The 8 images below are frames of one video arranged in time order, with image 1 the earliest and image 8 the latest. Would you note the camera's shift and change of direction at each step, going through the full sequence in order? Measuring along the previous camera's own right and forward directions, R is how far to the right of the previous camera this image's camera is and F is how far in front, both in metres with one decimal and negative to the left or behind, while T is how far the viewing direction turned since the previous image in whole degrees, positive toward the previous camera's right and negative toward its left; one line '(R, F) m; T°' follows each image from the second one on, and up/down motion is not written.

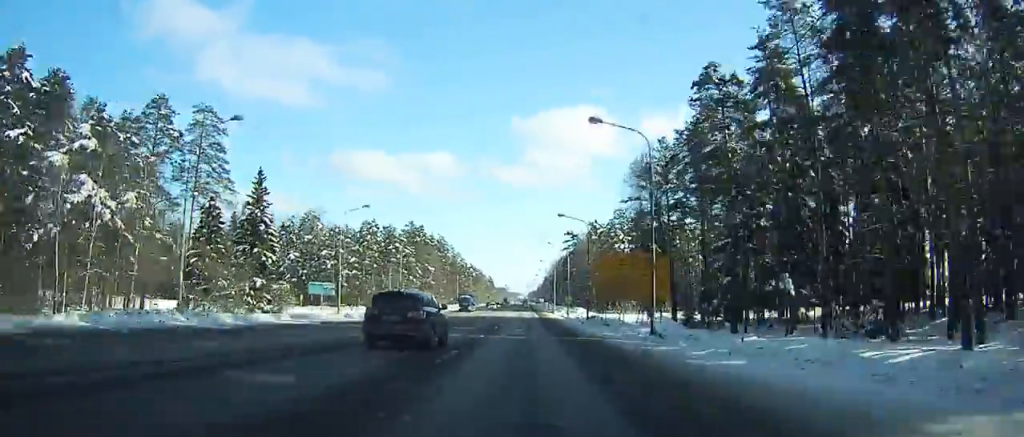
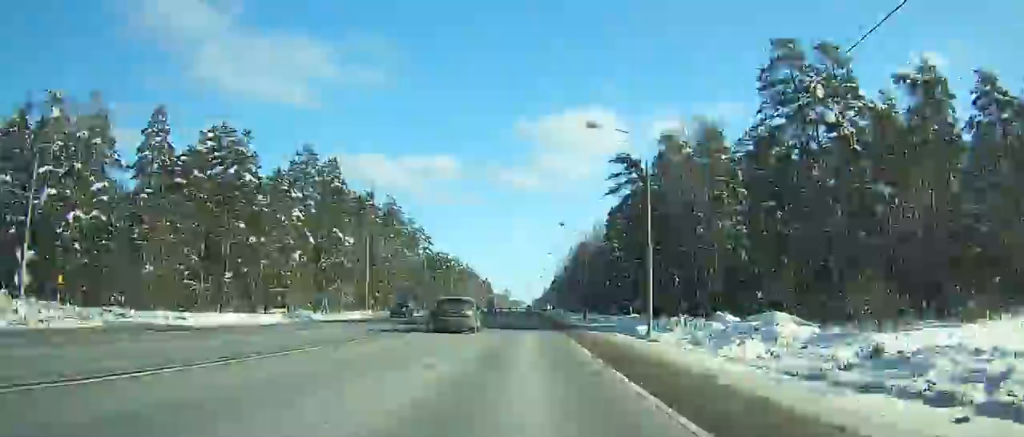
(-2.2, +92.0) m; -1°
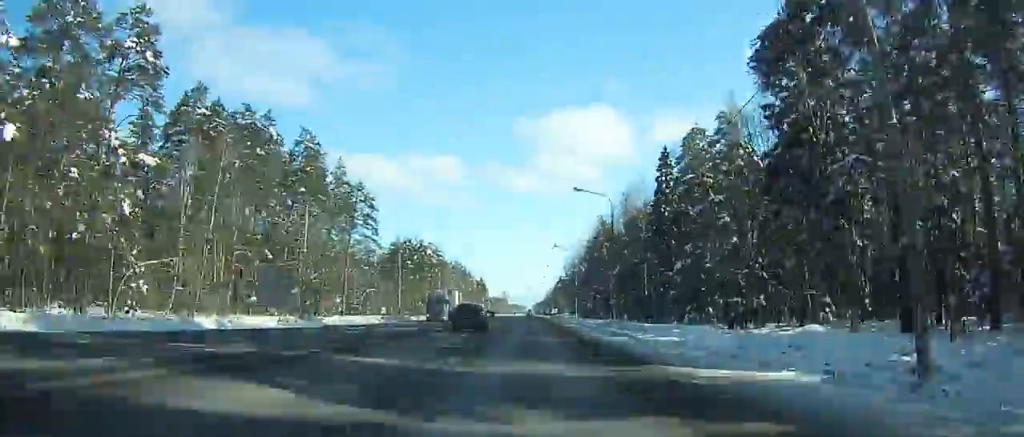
(-0.1, +55.4) m; 0°
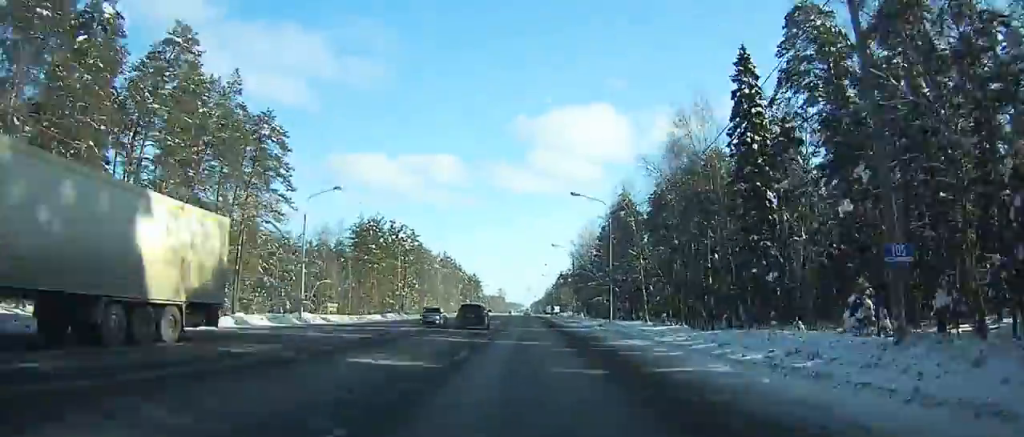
(+0.4, +34.4) m; 0°
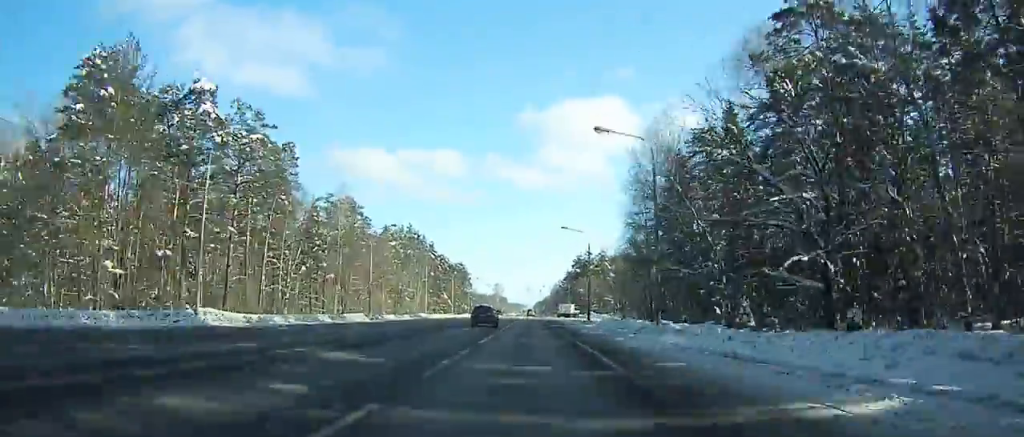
(-0.2, +84.4) m; 0°
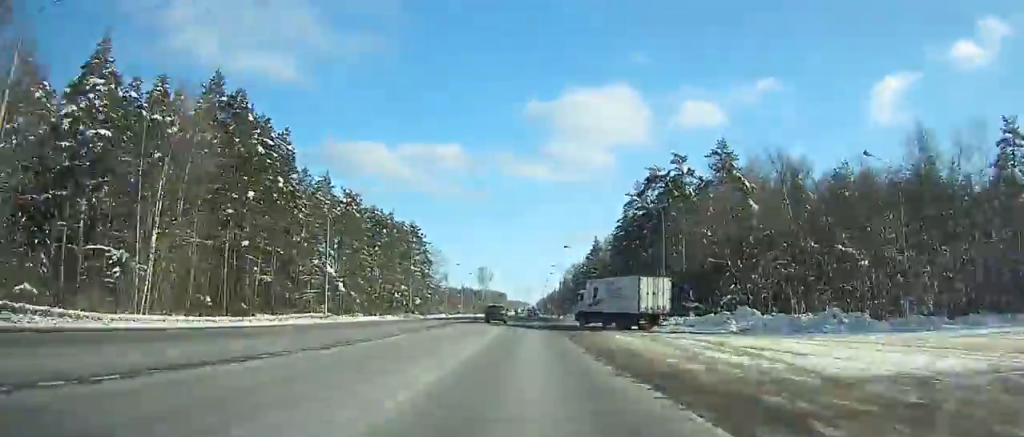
(+0.3, +120.5) m; 0°
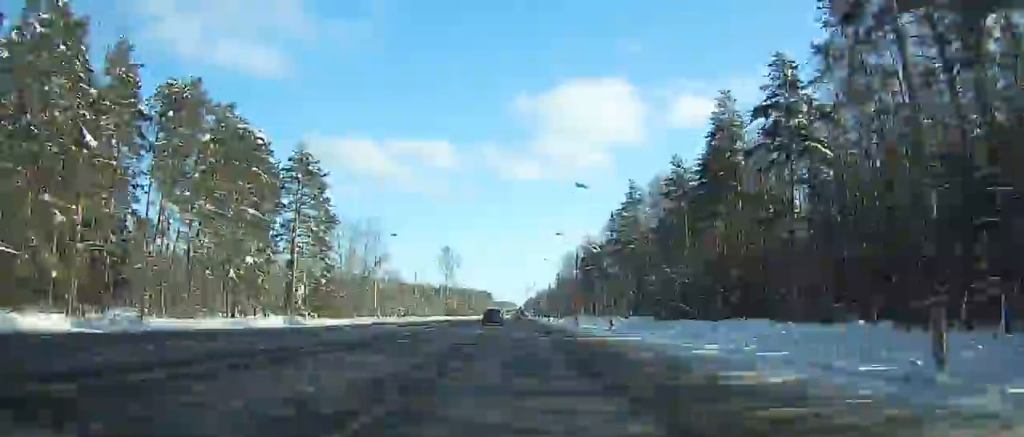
(+0.1, +74.4) m; 0°
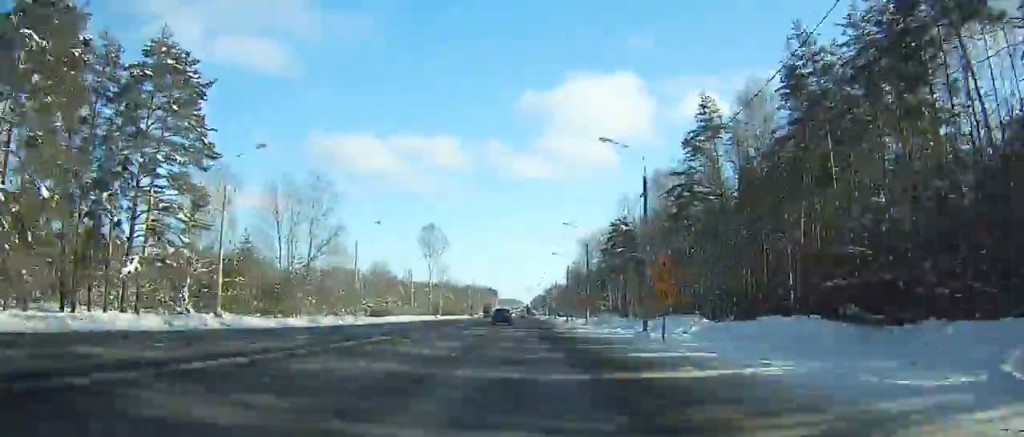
(0.0, +37.7) m; 0°
